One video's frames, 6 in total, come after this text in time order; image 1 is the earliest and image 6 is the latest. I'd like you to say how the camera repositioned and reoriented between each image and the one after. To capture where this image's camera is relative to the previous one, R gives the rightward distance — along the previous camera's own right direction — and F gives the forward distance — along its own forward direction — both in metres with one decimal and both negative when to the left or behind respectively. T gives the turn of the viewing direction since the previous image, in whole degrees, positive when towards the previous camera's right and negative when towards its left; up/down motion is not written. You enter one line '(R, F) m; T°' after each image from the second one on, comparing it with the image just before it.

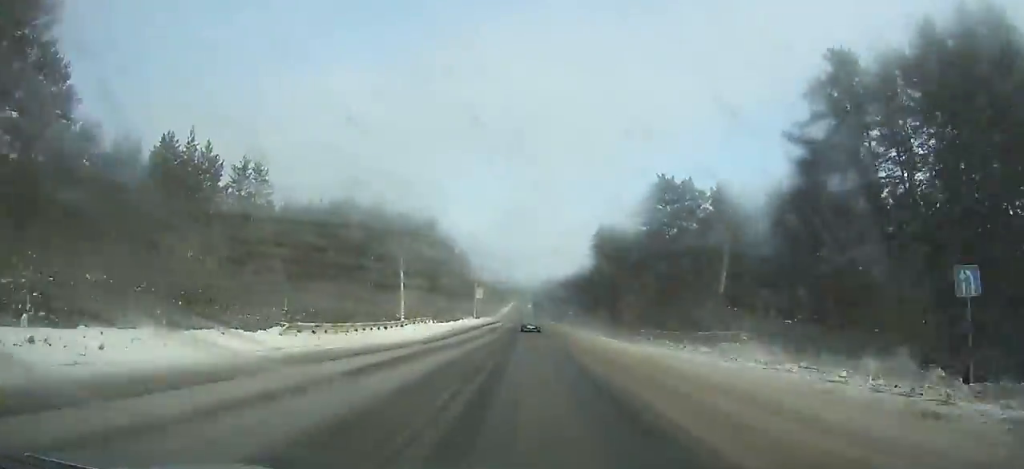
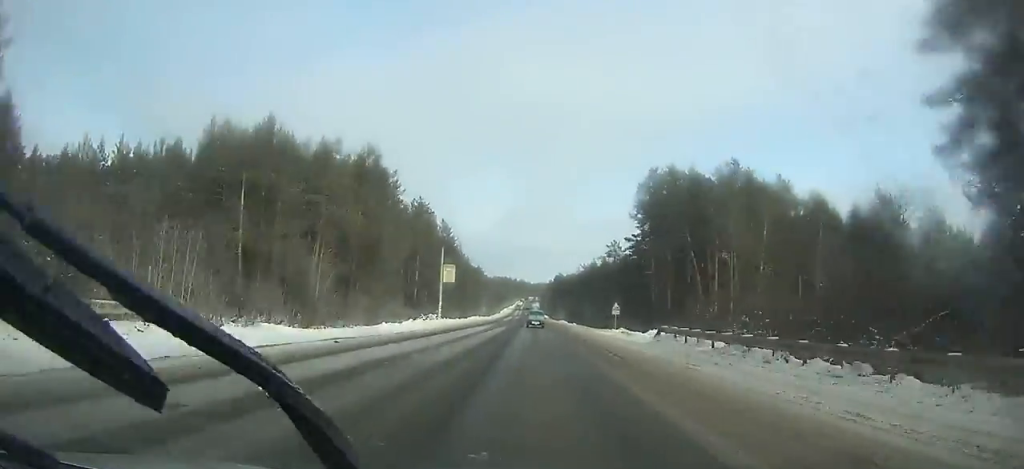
(-0.2, +47.5) m; 0°
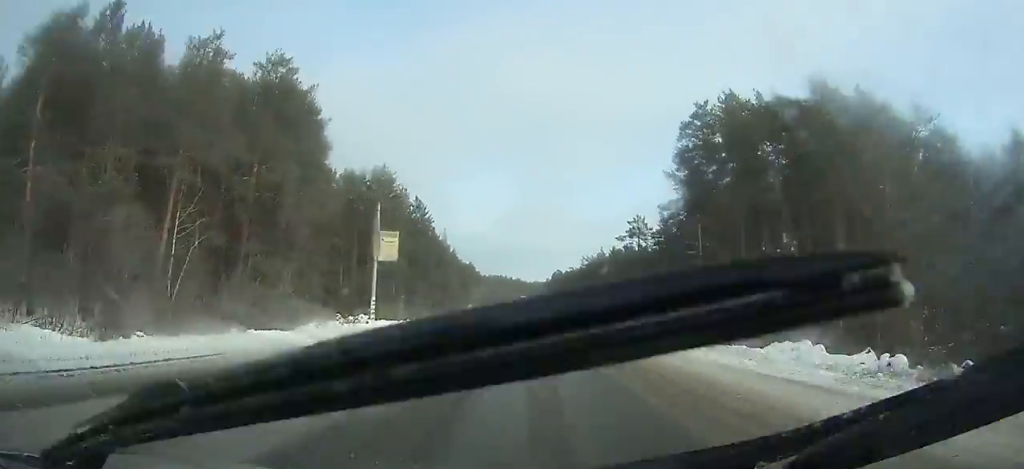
(-0.1, +25.8) m; 0°
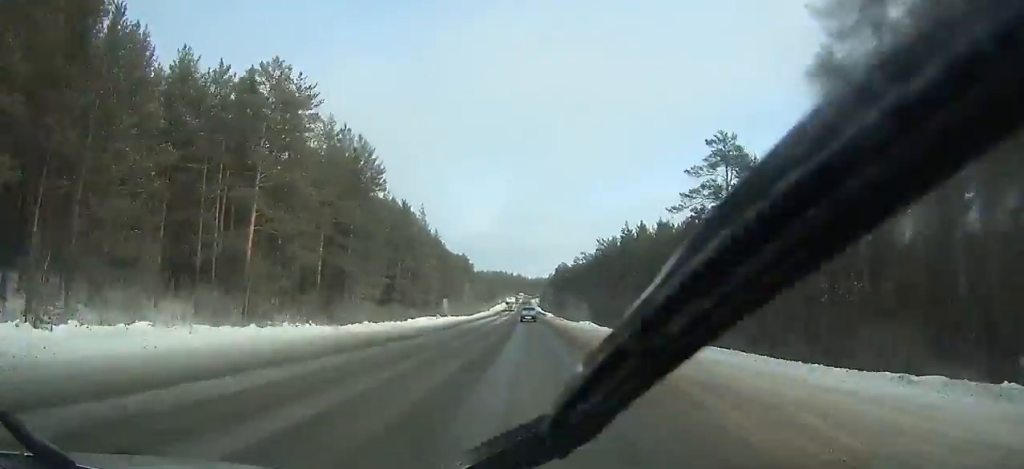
(-0.1, +33.8) m; 0°
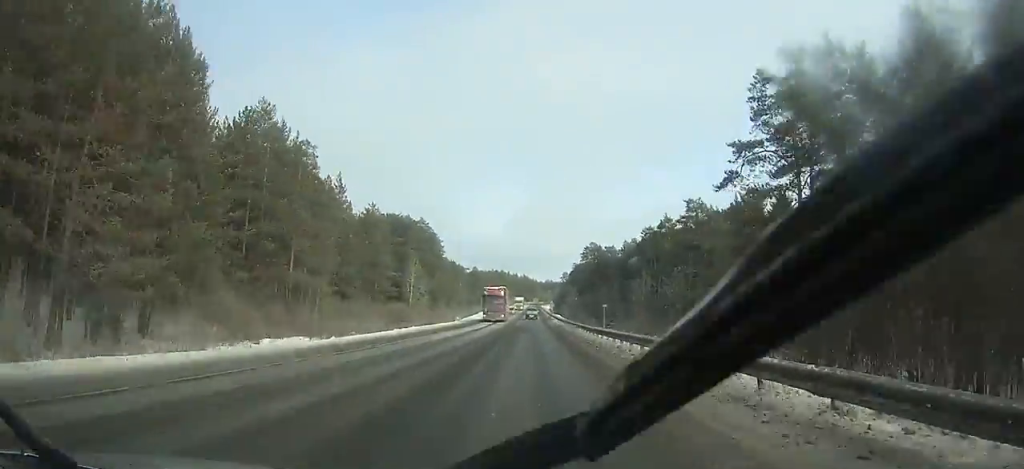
(-1.1, +111.9) m; -1°
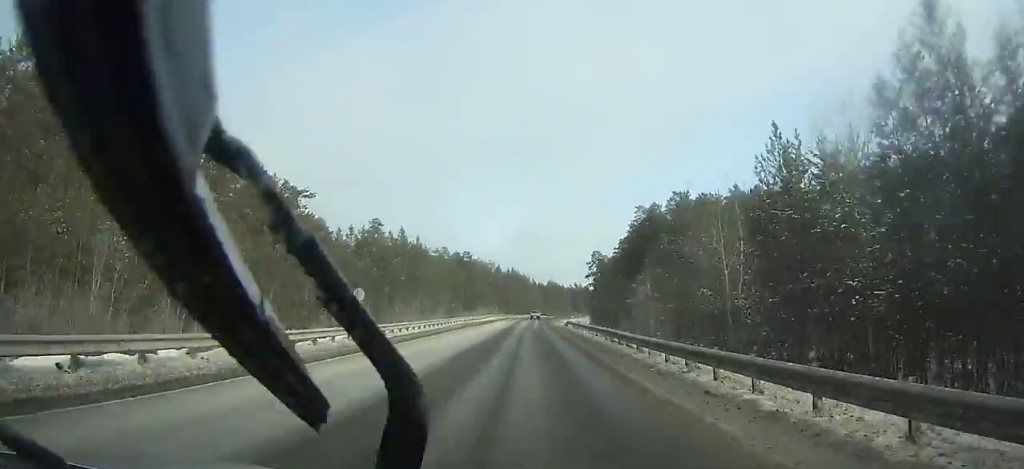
(+1.4, +203.5) m; +1°
